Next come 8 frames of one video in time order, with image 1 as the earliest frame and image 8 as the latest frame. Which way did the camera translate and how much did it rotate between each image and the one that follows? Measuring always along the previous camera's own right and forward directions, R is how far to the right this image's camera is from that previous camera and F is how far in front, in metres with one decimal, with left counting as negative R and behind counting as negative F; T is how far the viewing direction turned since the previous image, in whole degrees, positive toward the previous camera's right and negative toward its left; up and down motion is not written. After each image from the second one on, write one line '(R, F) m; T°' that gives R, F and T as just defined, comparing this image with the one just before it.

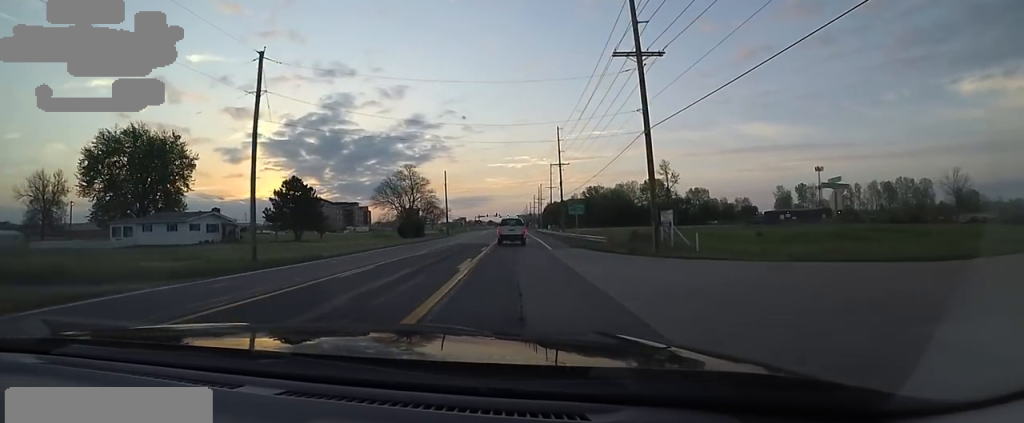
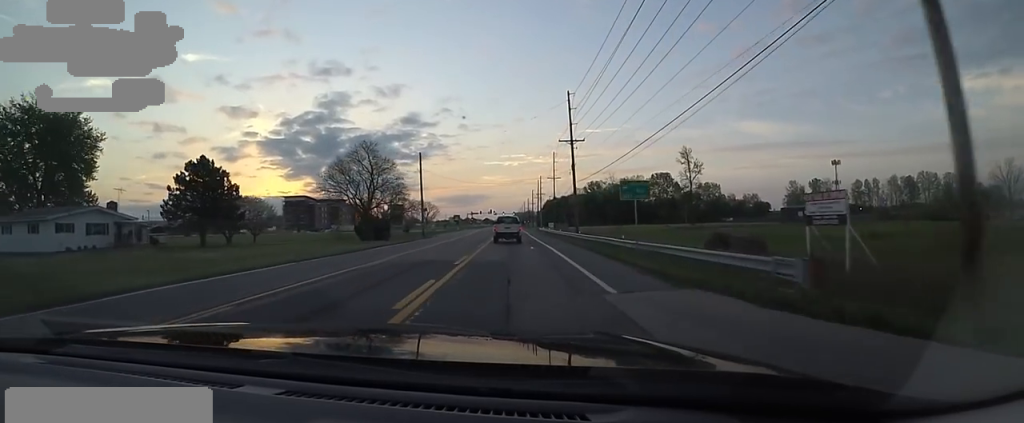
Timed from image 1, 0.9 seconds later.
(0.0, +18.8) m; 0°
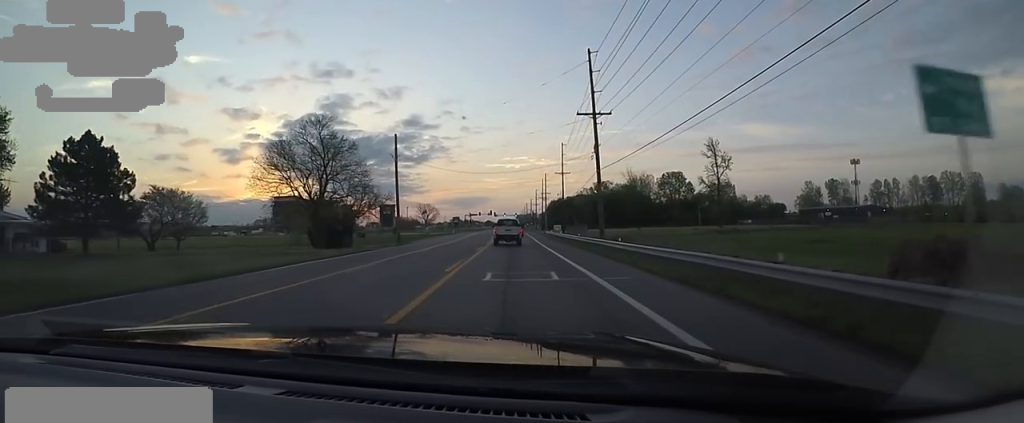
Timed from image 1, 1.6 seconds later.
(-0.1, +13.9) m; +1°
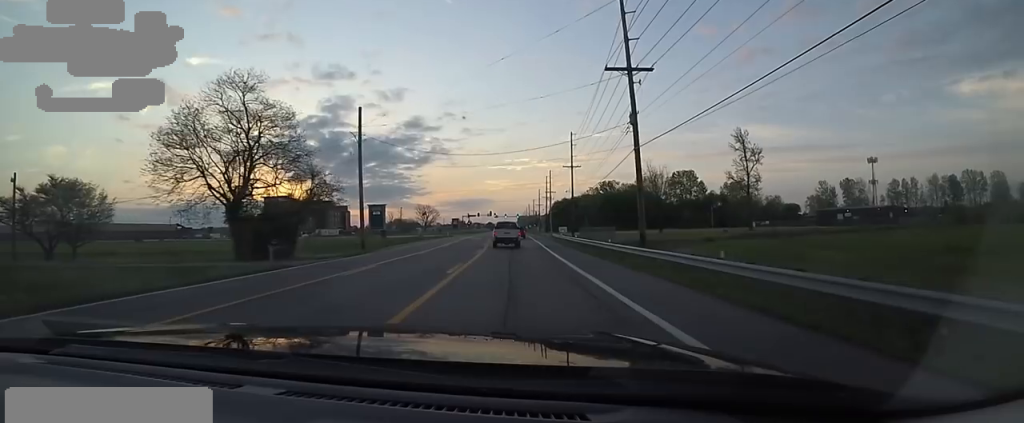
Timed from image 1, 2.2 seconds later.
(+0.1, +11.8) m; 0°
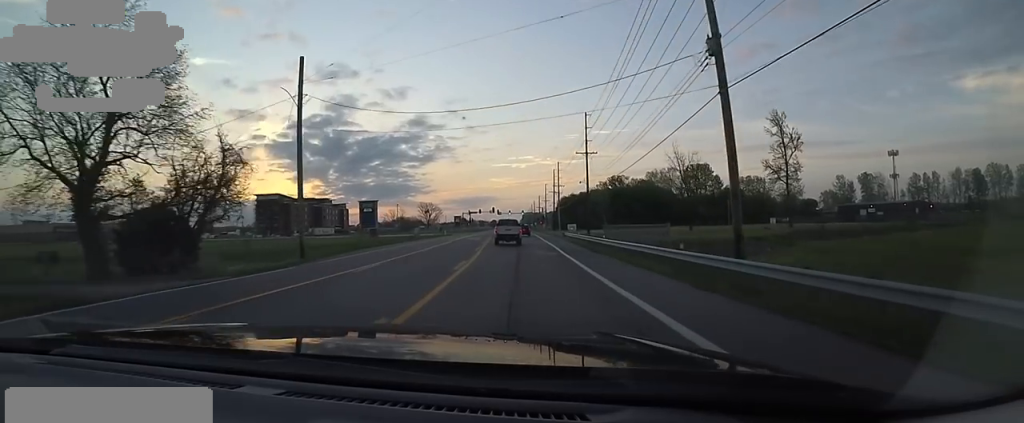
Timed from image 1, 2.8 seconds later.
(+0.3, +11.1) m; 0°
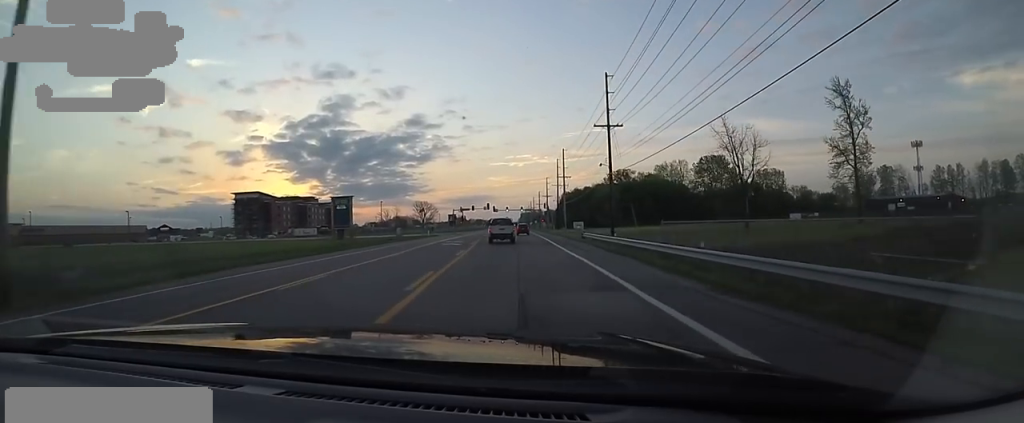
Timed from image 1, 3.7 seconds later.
(-0.3, +17.6) m; -1°
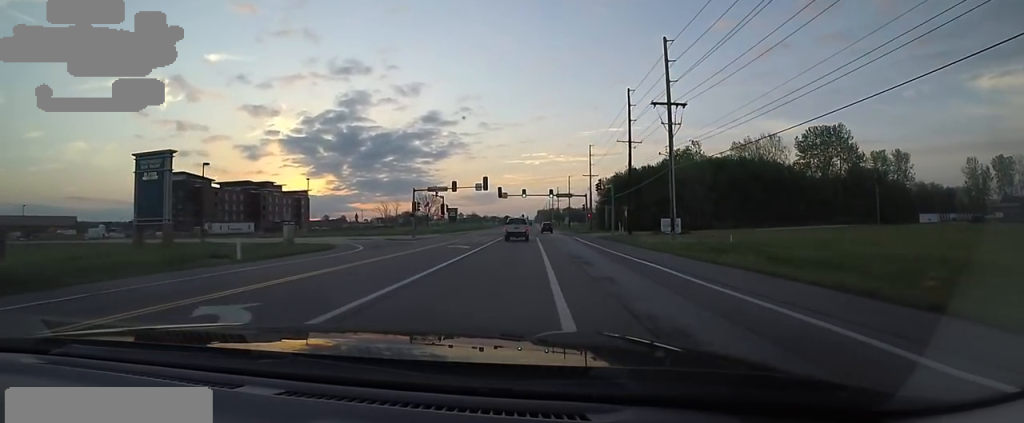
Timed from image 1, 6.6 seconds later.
(-2.7, +59.7) m; -1°
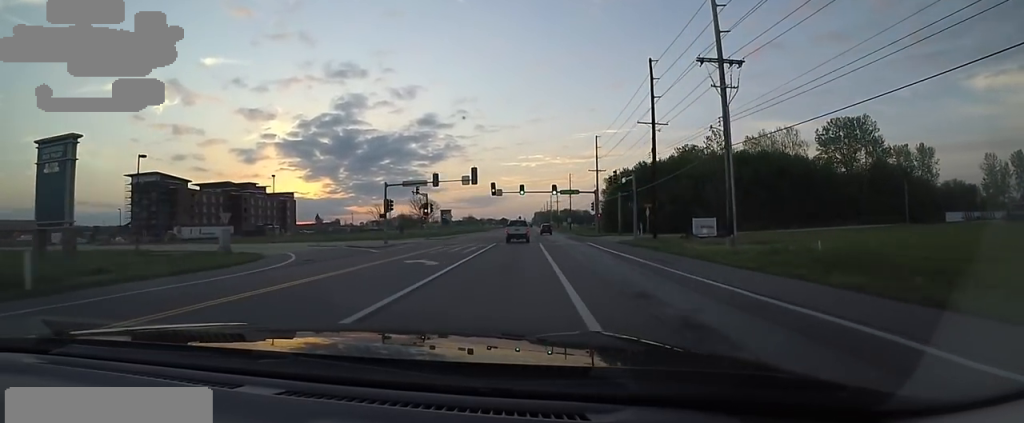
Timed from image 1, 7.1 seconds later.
(+0.3, +11.0) m; 0°
